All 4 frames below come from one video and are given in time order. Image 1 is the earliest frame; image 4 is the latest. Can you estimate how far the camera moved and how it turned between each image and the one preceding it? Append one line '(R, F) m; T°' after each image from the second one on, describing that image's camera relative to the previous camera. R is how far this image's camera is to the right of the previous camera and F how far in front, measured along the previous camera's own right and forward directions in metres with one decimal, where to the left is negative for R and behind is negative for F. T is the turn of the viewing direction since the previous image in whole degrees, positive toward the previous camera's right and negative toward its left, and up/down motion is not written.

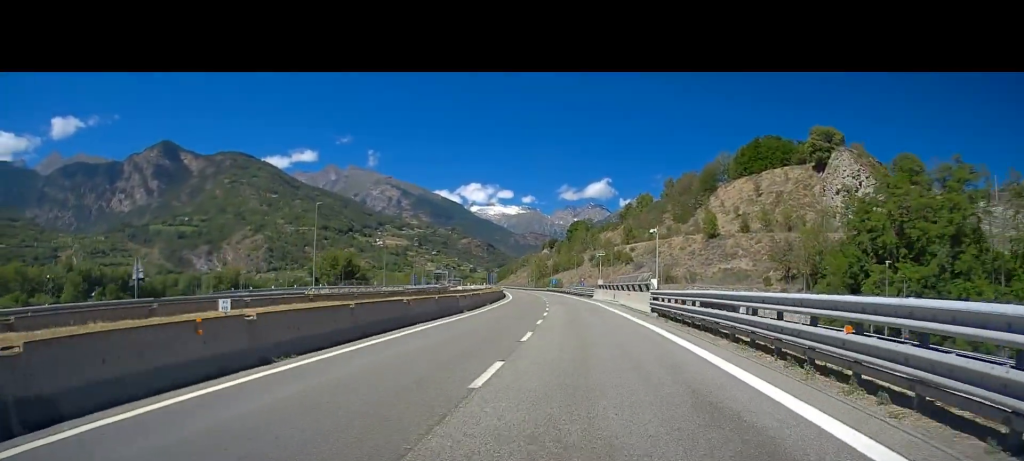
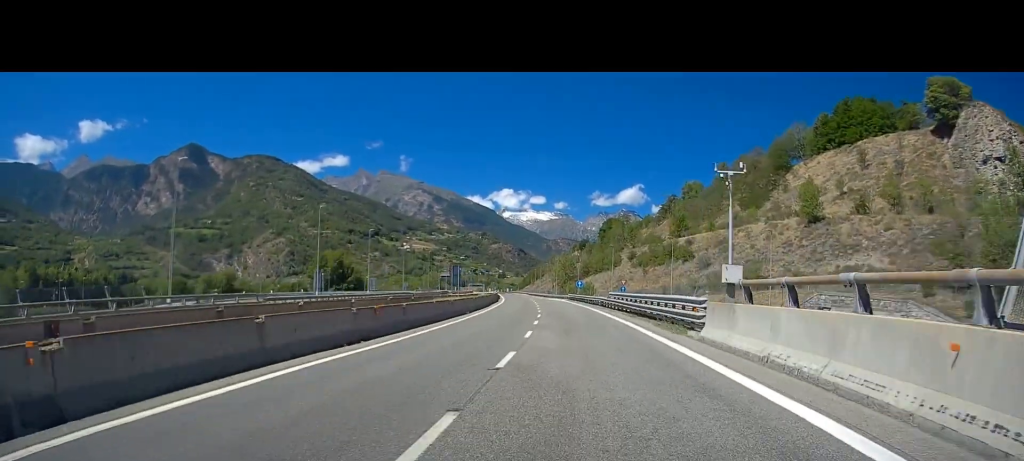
(-0.8, +40.7) m; -2°
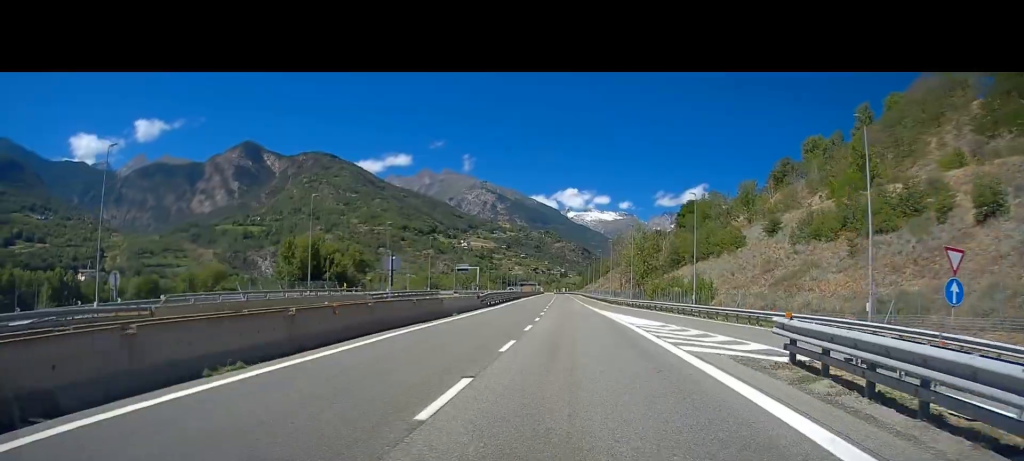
(-3.3, +65.9) m; -5°
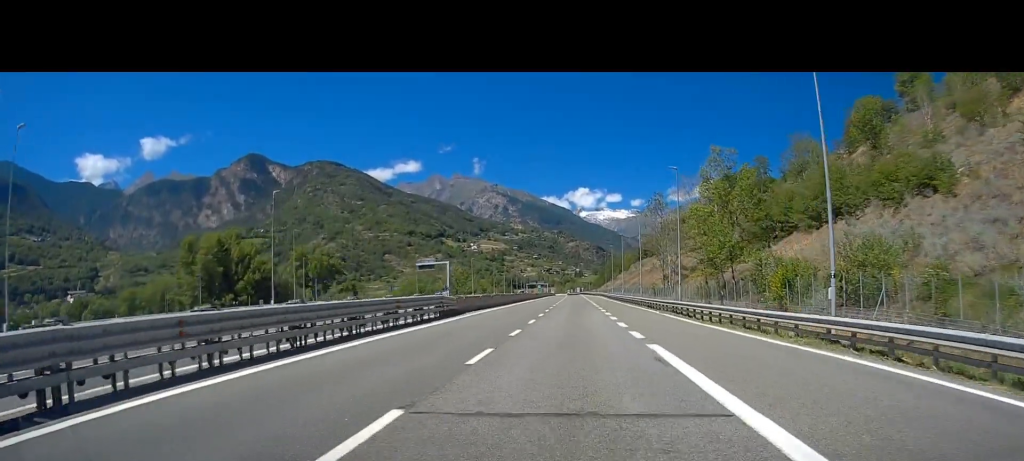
(-1.4, +67.8) m; -2°
